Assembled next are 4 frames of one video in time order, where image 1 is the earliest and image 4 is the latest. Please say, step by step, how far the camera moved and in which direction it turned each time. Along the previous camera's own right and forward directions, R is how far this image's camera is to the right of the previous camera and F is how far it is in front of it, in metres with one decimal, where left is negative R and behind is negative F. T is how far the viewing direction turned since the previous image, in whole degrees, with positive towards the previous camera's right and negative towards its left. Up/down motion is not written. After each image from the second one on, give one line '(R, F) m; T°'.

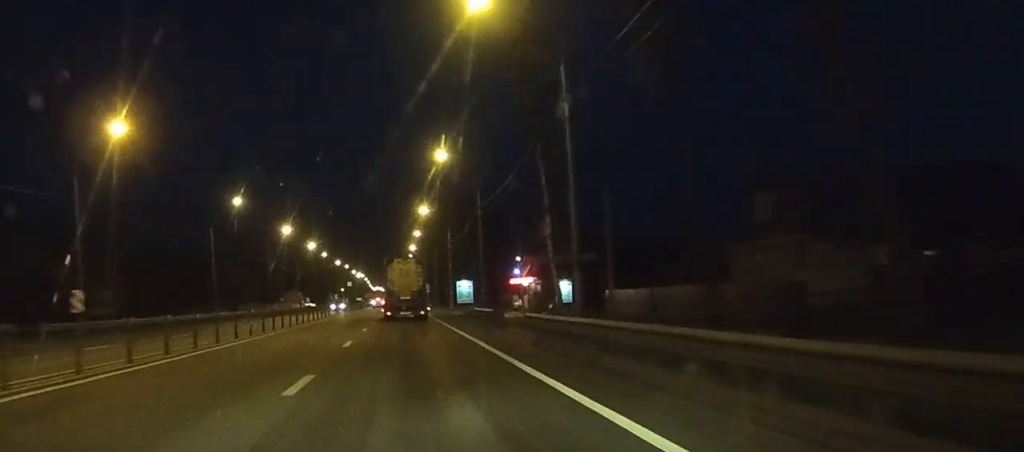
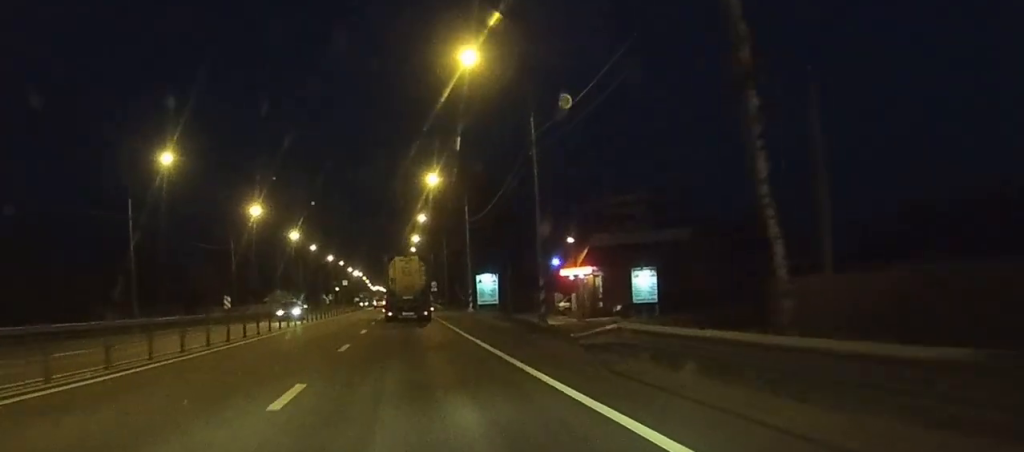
(0.0, +25.4) m; -1°
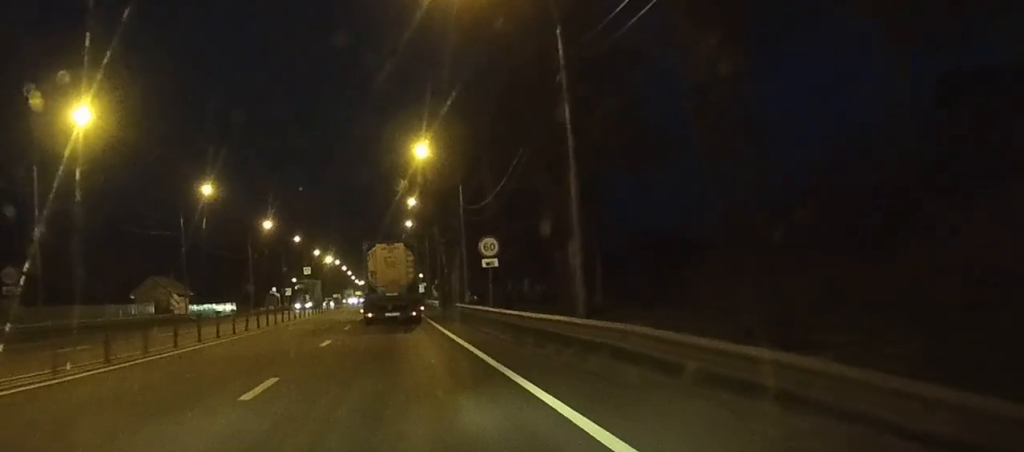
(-0.6, +82.6) m; +1°
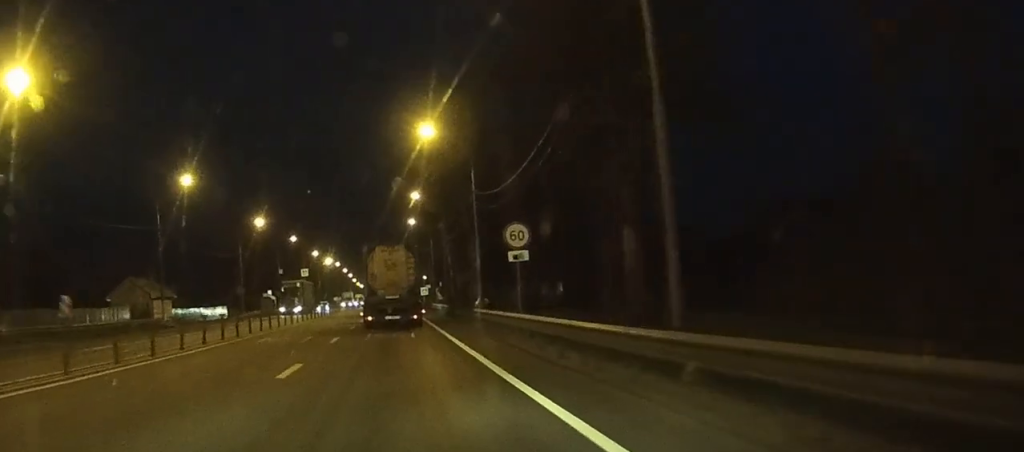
(+0.1, +8.1) m; 0°
